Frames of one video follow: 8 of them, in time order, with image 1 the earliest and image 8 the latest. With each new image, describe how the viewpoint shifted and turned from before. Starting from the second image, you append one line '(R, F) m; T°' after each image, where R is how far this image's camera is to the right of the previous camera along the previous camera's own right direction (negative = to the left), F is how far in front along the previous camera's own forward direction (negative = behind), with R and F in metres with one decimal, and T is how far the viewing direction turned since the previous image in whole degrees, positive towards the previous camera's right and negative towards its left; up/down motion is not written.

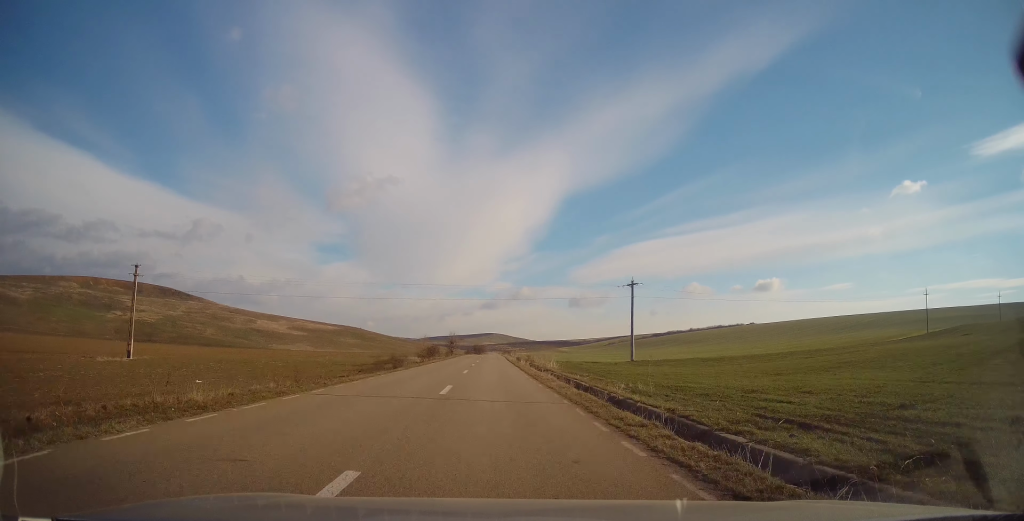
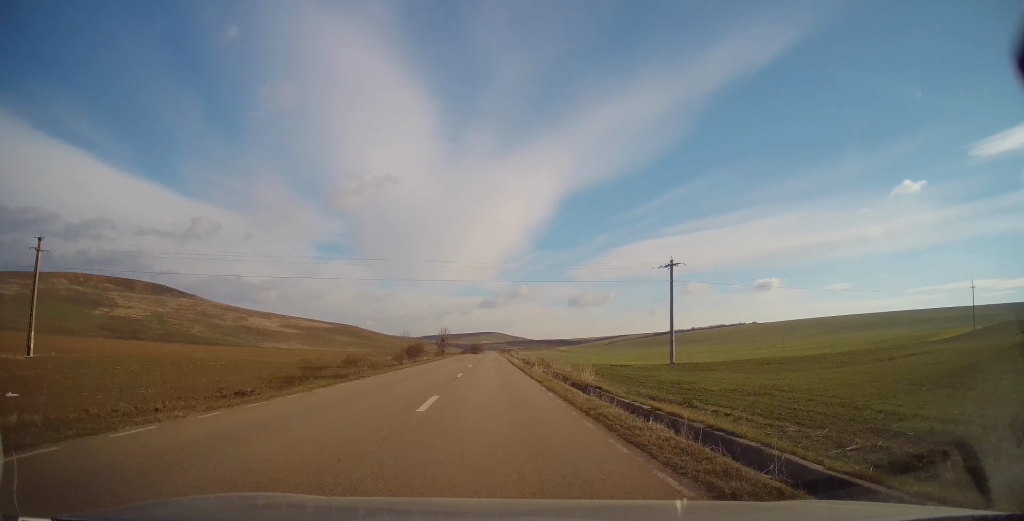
(-0.3, +16.0) m; 0°
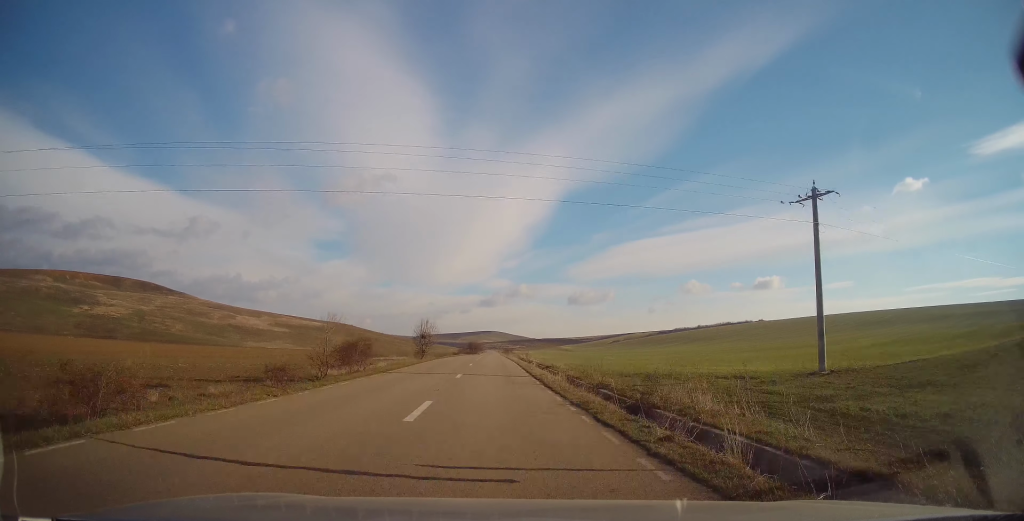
(+0.4, +25.3) m; +1°
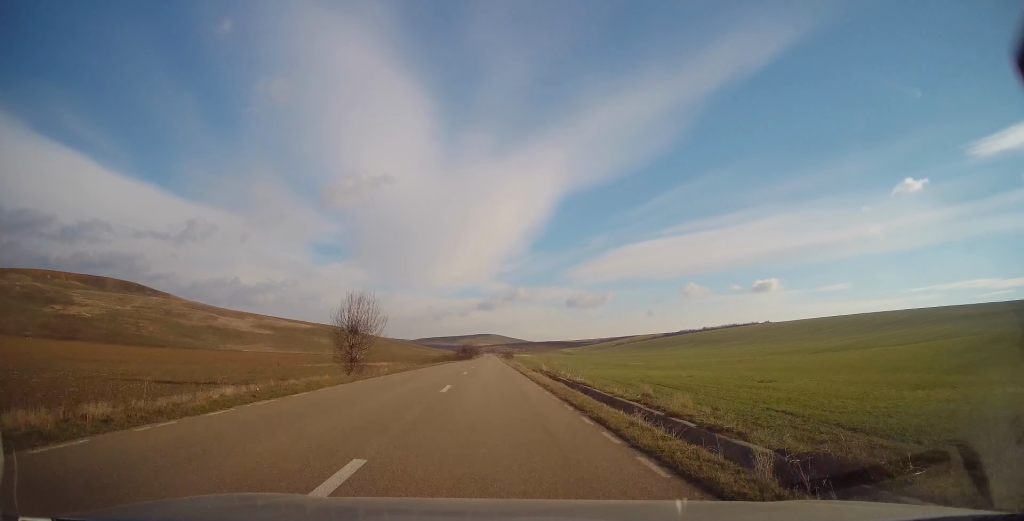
(+0.2, +30.2) m; 0°
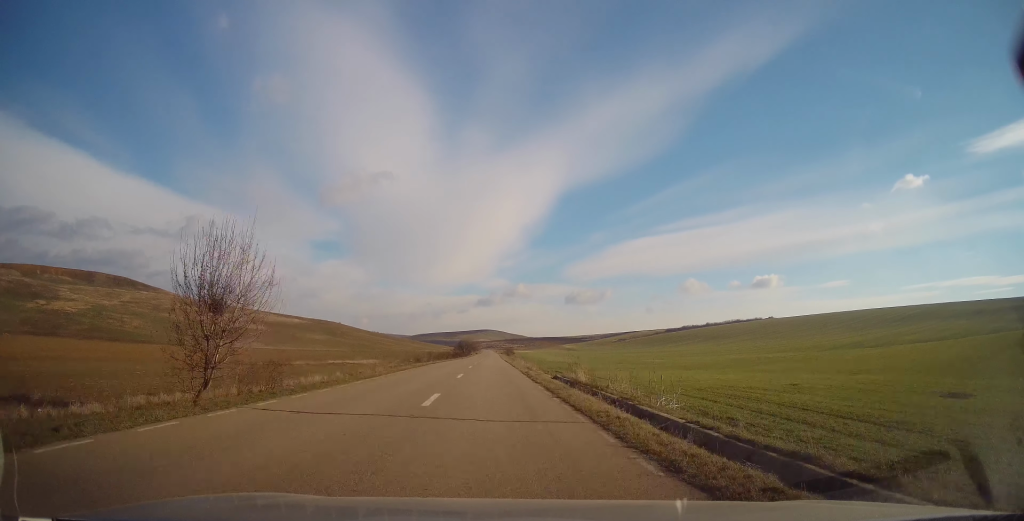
(-0.1, +15.9) m; 0°
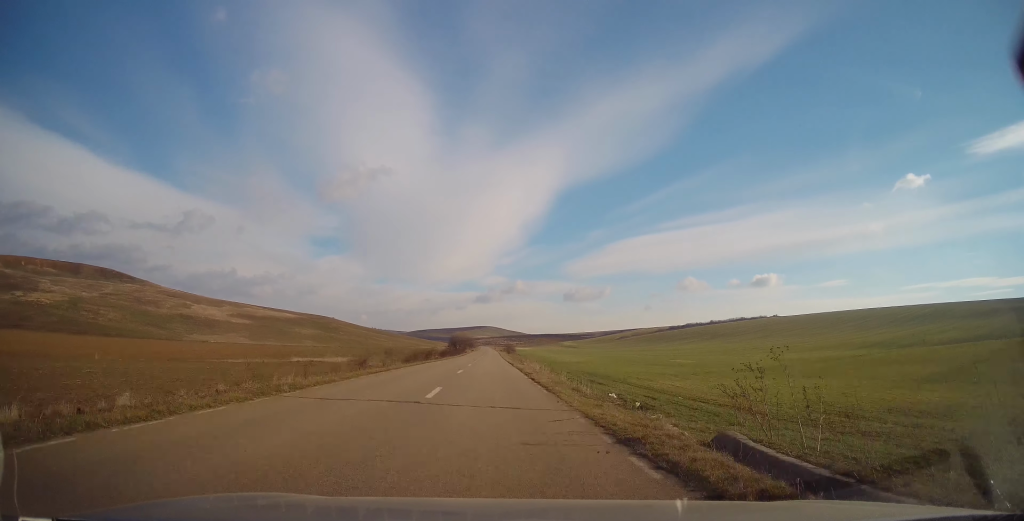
(0.0, +21.6) m; 0°
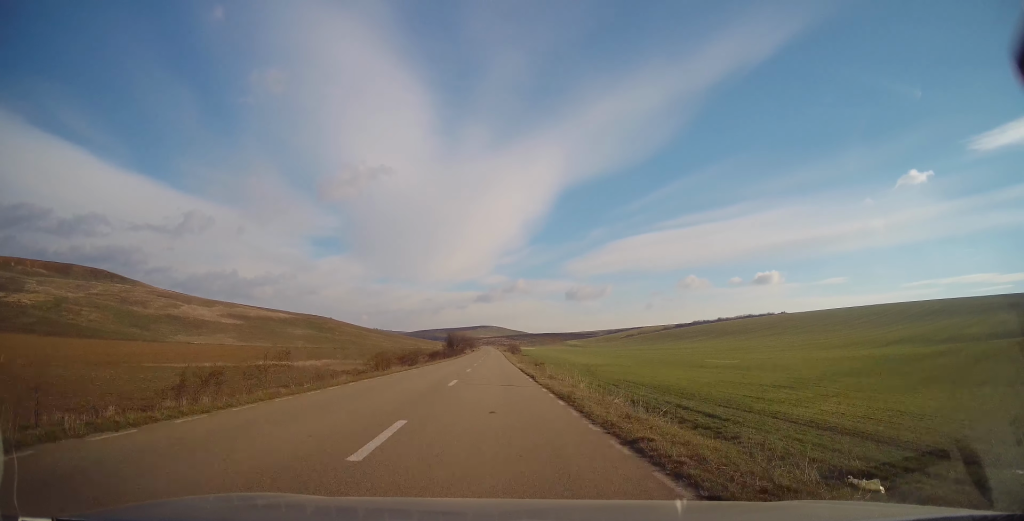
(0.0, +18.9) m; 0°
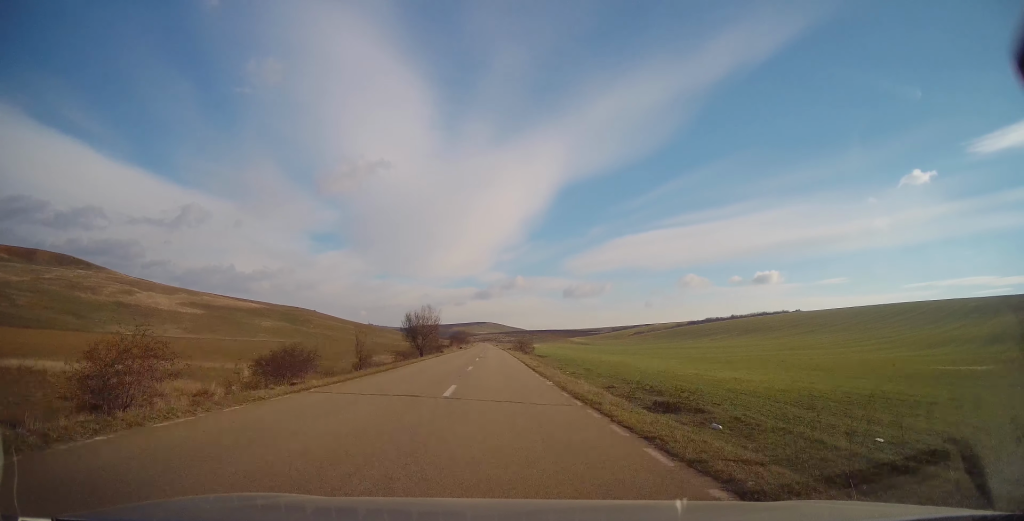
(+0.2, +52.7) m; +1°
